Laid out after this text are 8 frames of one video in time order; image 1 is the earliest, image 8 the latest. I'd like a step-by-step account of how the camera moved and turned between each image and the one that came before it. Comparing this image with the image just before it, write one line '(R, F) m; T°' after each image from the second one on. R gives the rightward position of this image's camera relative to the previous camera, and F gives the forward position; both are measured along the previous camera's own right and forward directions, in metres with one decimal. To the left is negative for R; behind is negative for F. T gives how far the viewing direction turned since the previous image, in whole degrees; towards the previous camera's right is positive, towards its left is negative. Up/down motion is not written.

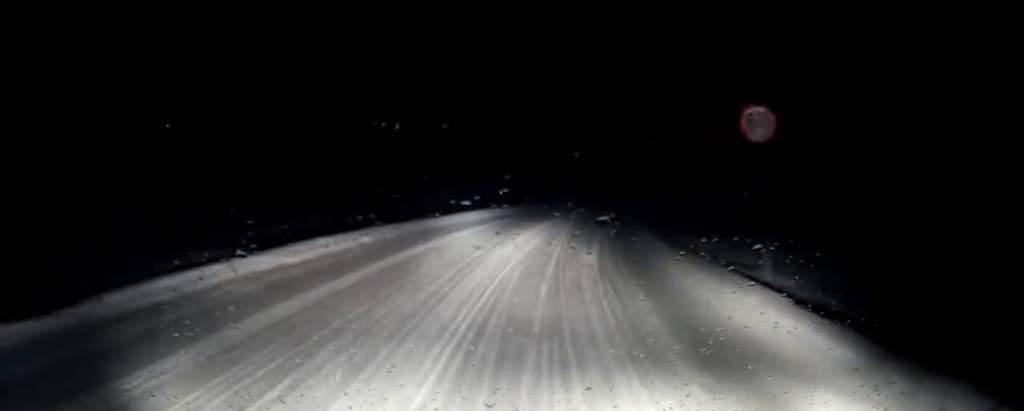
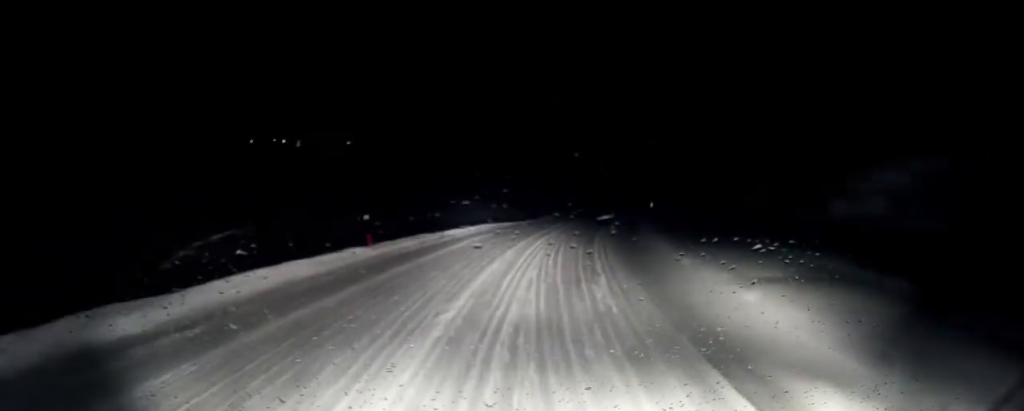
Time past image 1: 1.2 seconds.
(+0.8, +13.6) m; +8°
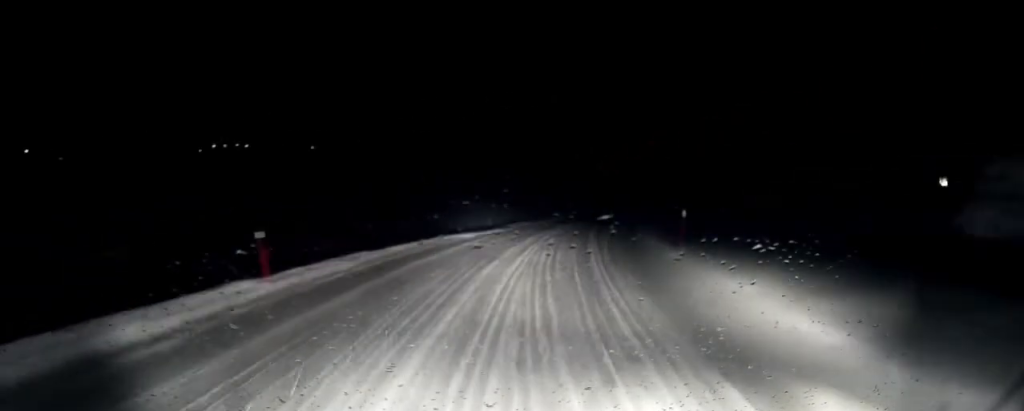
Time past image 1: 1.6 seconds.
(-0.1, +5.0) m; +3°
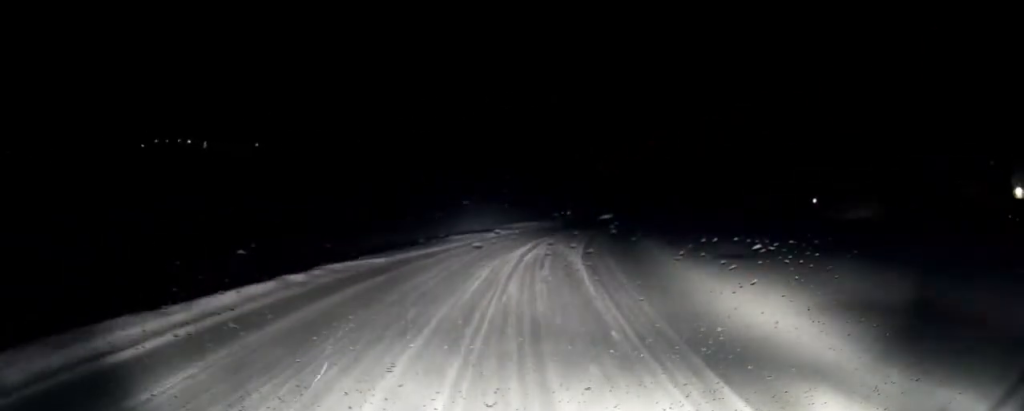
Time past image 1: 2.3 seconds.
(+0.6, +8.5) m; +5°
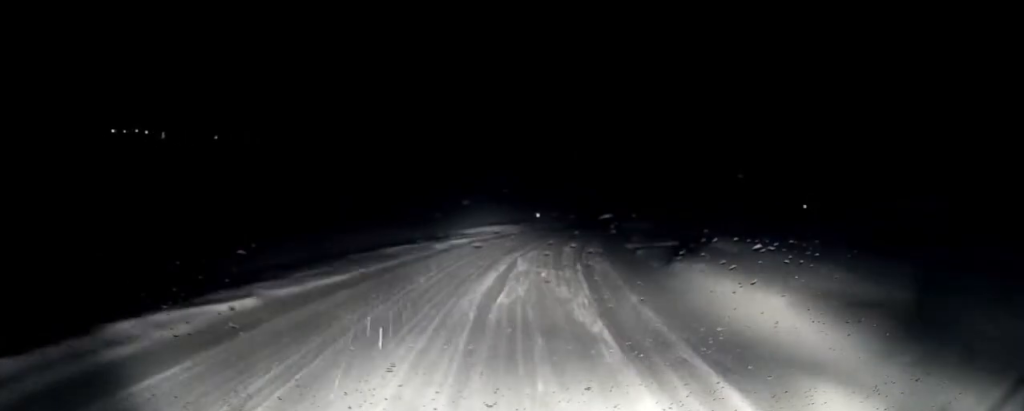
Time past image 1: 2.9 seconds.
(+0.3, +7.1) m; +4°
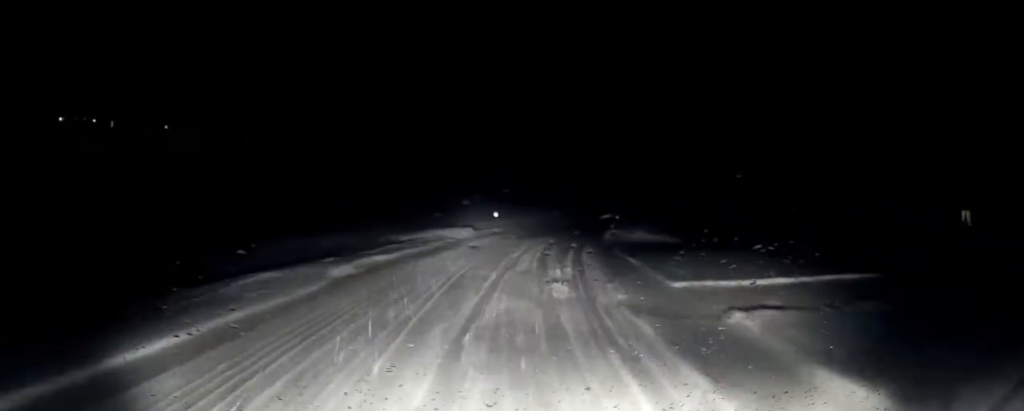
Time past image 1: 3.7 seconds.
(+0.2, +8.7) m; +4°
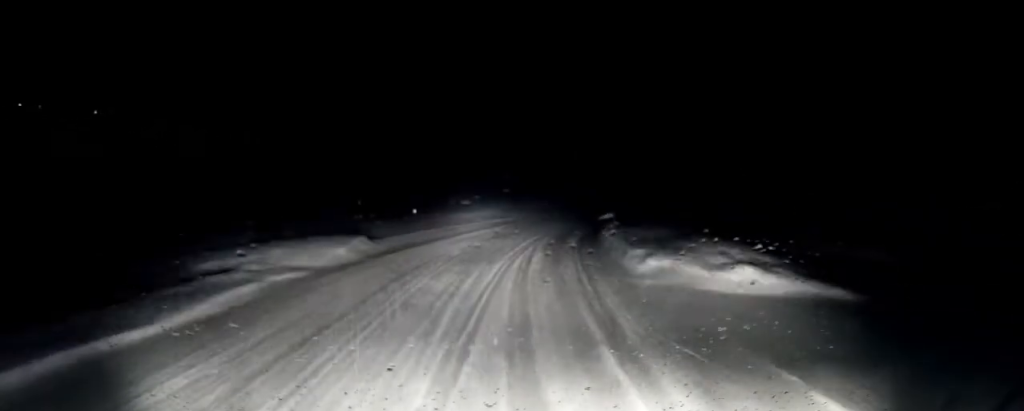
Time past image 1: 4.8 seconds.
(+0.9, +13.5) m; +6°
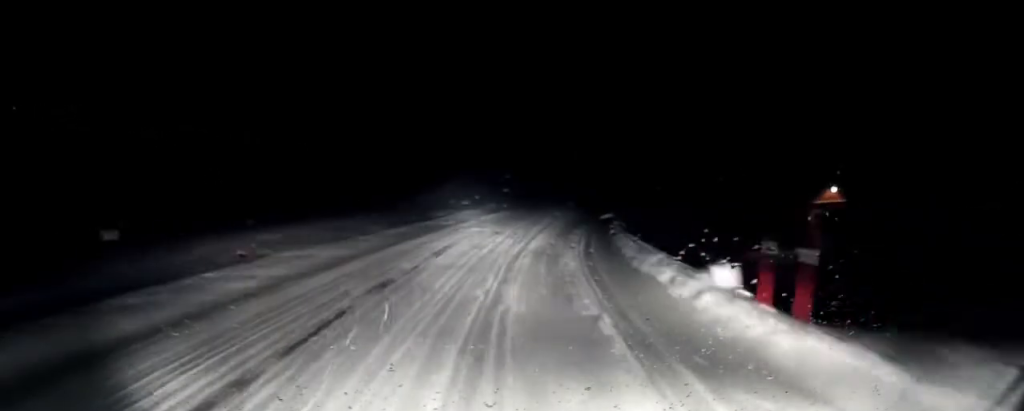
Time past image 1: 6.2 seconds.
(+0.9, +15.4) m; +6°
